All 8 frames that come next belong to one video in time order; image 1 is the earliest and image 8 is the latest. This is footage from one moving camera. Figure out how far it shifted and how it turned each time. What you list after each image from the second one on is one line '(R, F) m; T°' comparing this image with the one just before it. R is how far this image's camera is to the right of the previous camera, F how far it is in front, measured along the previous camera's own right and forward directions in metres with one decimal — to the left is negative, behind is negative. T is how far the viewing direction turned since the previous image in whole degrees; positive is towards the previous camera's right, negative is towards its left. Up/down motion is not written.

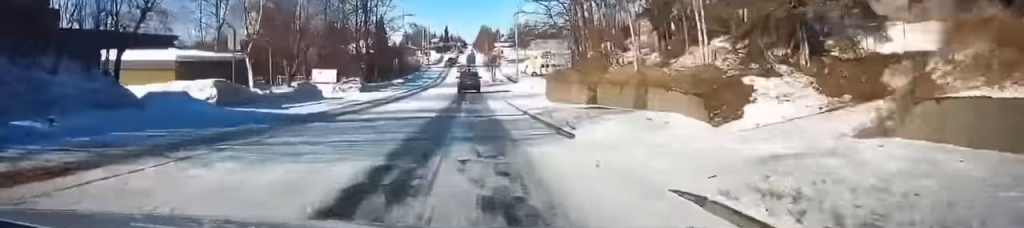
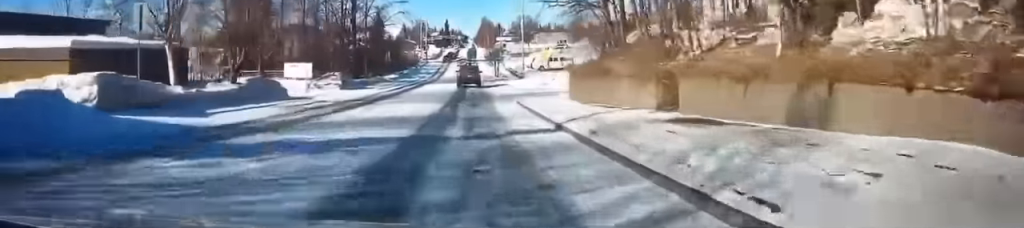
(0.0, +8.6) m; 0°
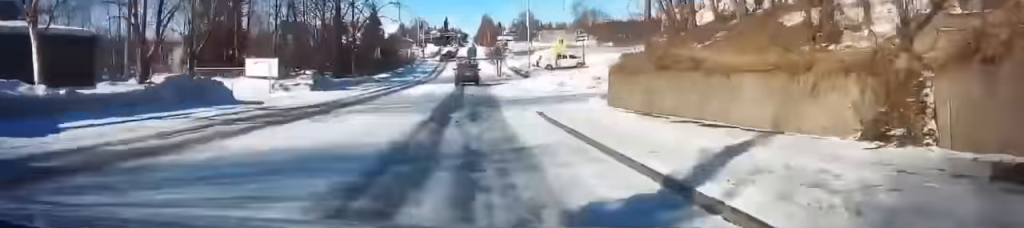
(0.0, +8.2) m; 0°
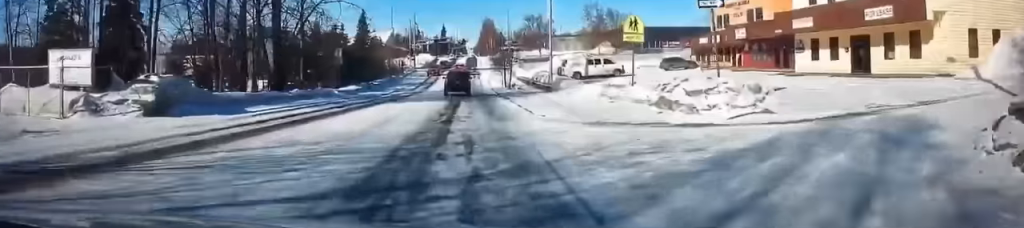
(0.0, +19.9) m; +2°
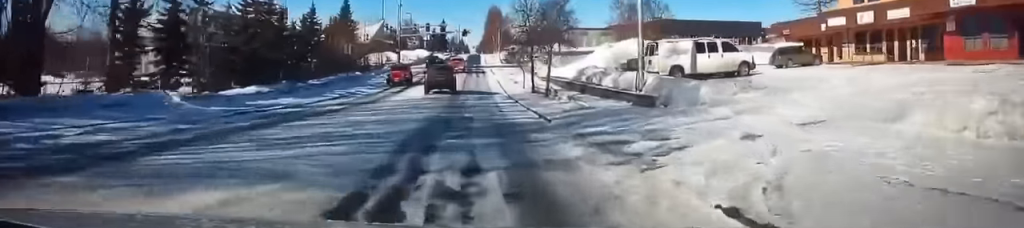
(+0.2, +26.1) m; -1°
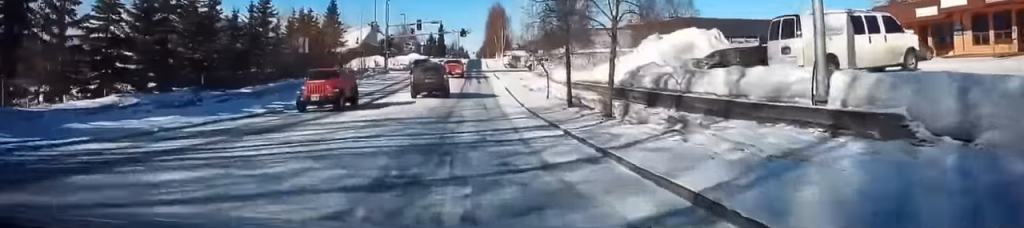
(-0.2, +12.9) m; -1°
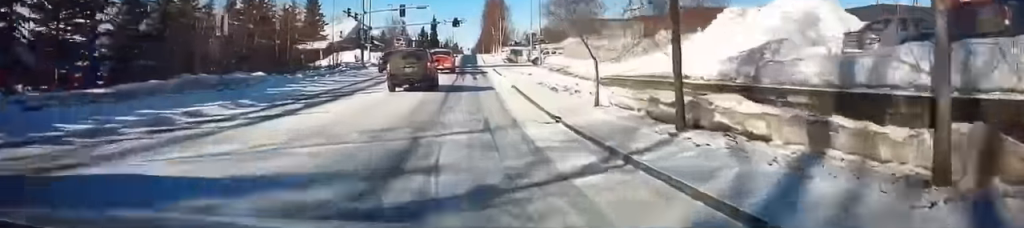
(0.0, +11.8) m; 0°
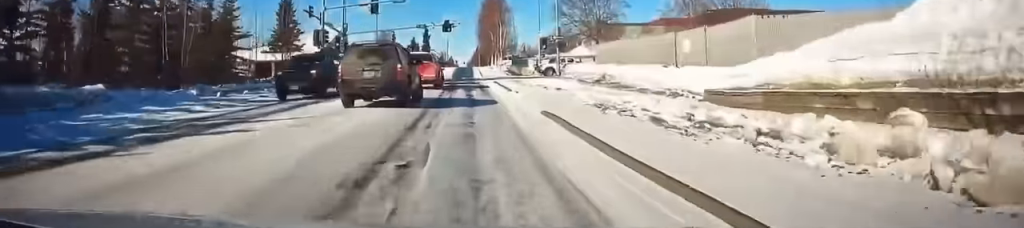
(0.0, +14.7) m; 0°
